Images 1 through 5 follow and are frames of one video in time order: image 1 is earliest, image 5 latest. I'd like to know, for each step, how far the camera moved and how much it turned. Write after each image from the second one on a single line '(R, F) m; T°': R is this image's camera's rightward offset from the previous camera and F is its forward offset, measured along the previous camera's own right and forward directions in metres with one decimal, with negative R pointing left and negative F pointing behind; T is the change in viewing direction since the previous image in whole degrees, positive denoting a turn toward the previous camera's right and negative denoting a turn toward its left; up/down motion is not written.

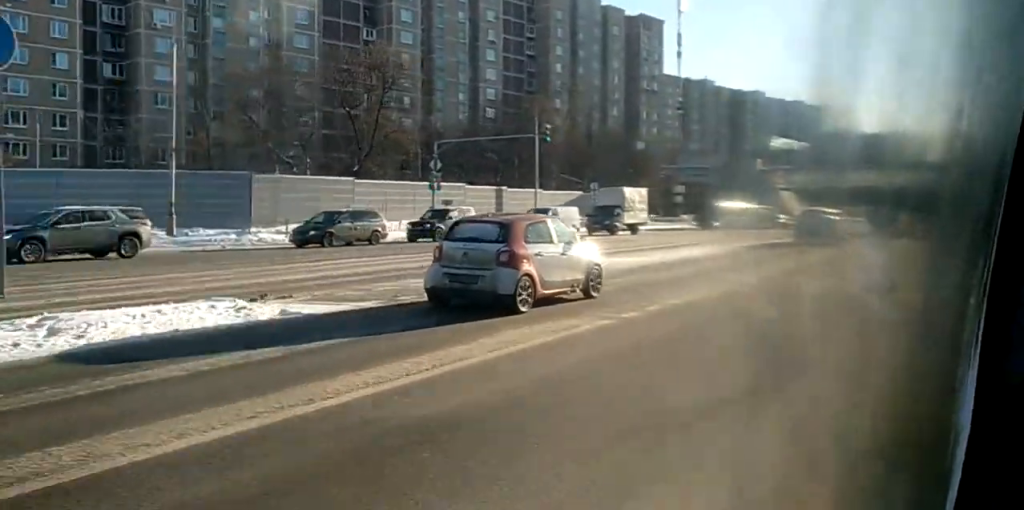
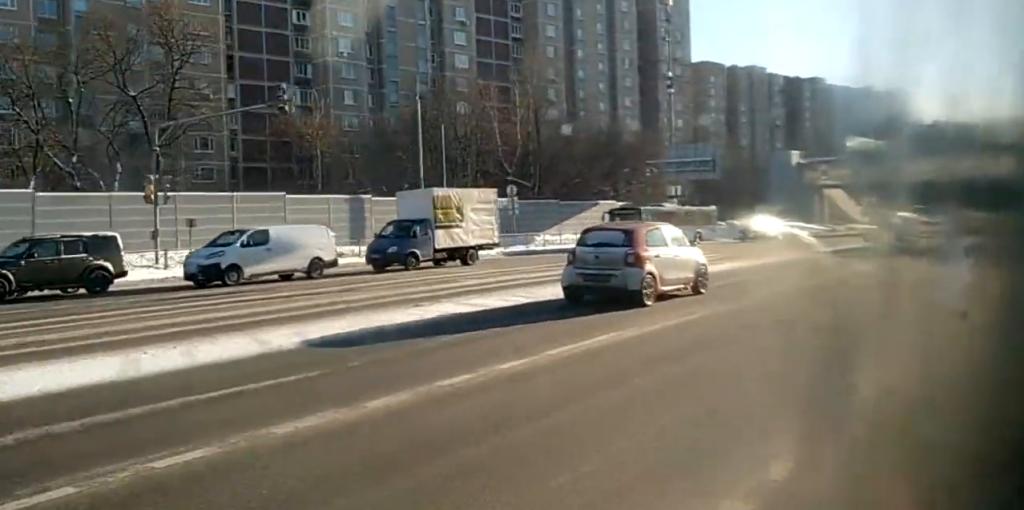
(+0.2, +23.8) m; +2°
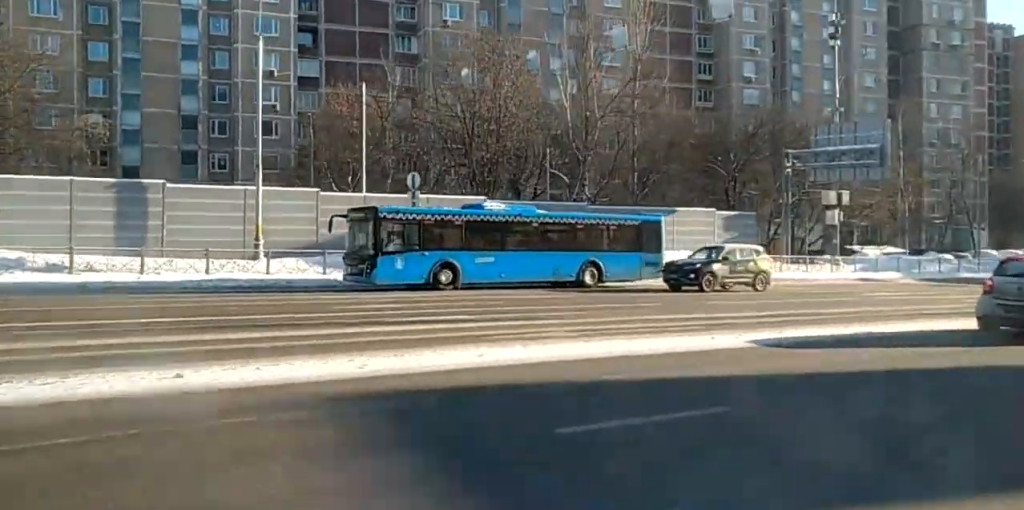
(-0.1, +28.1) m; -2°
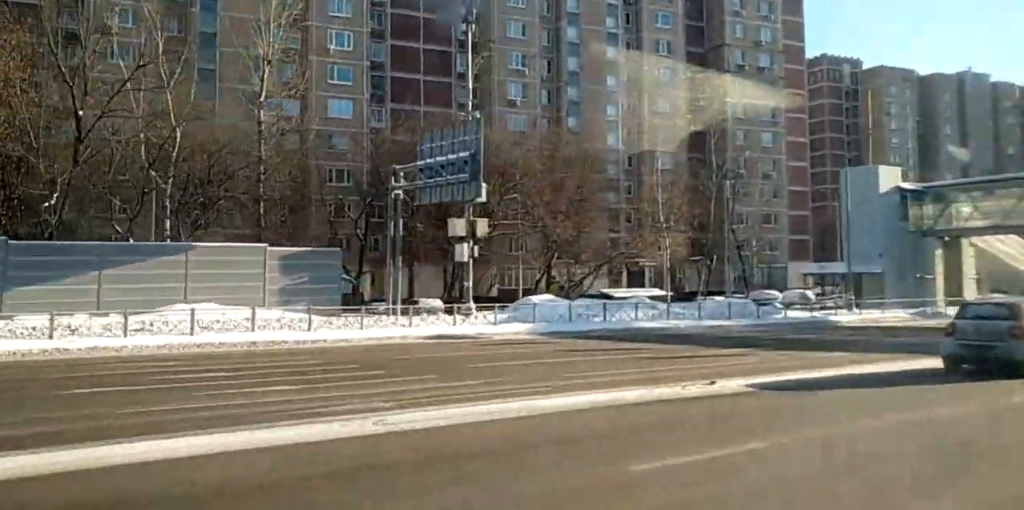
(-0.4, +23.2) m; -1°
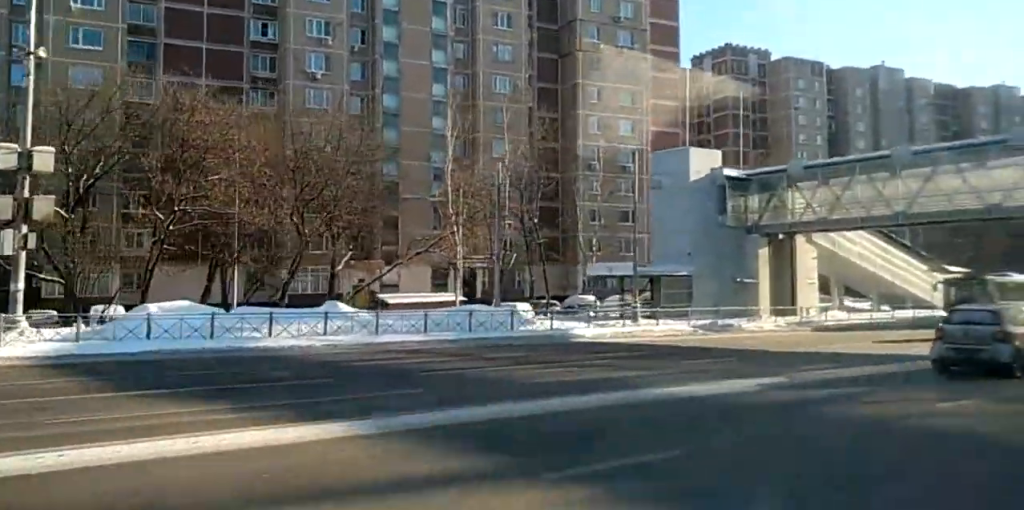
(+0.4, +16.1) m; +2°
